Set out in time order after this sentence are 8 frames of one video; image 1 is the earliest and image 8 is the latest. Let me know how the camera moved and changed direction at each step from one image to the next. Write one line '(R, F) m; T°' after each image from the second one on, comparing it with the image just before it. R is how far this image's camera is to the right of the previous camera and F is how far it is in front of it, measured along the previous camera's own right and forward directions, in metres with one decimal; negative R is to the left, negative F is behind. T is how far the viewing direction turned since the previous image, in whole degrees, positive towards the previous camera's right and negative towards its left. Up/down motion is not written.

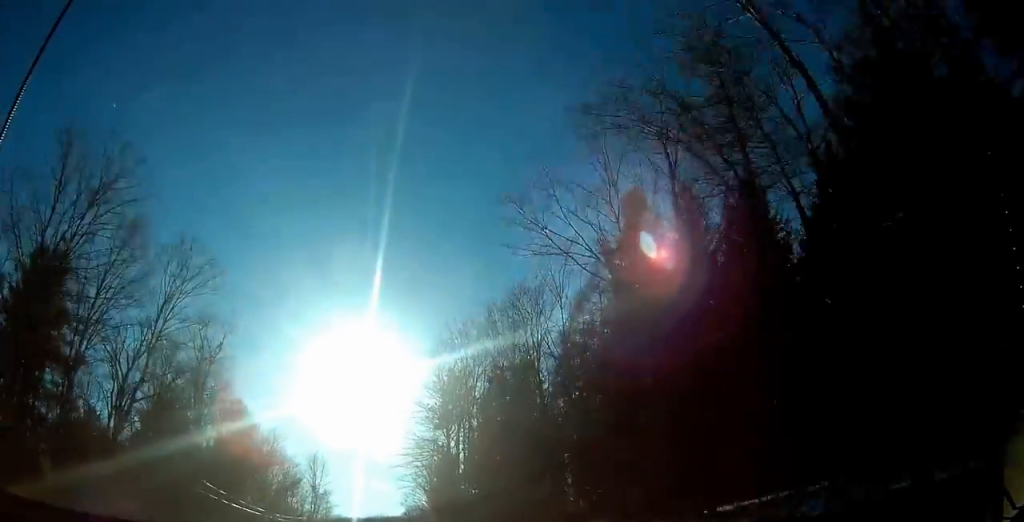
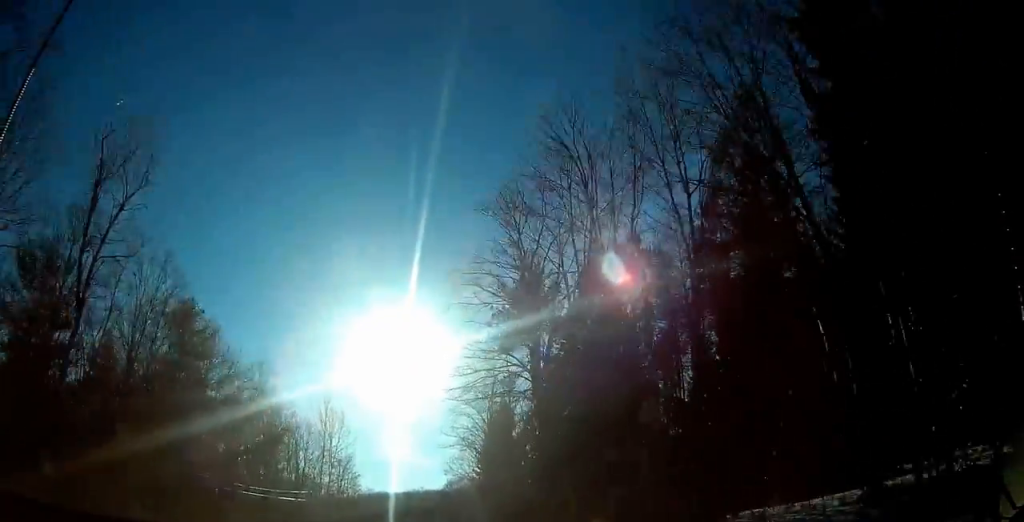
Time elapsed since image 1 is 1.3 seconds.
(-1.1, +25.5) m; -4°
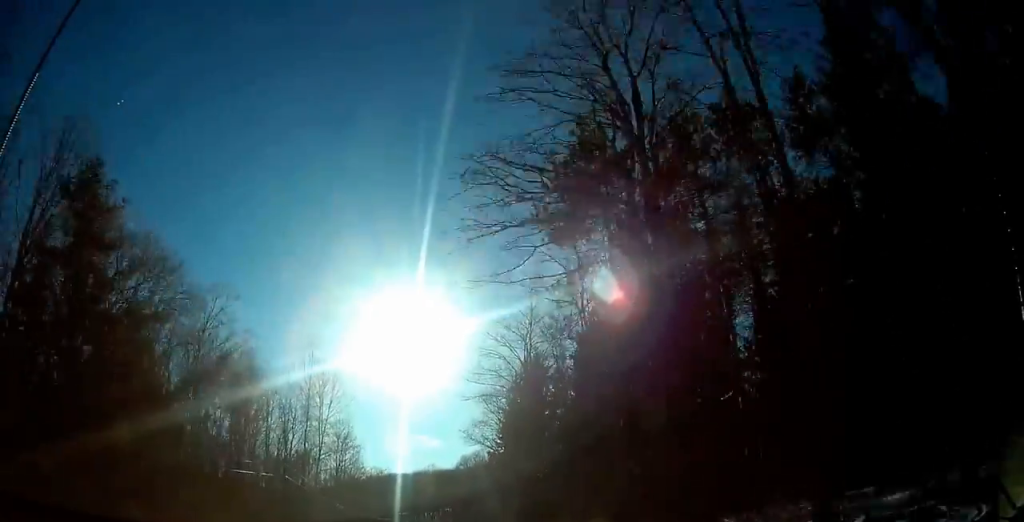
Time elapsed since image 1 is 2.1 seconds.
(-0.2, +15.8) m; -1°
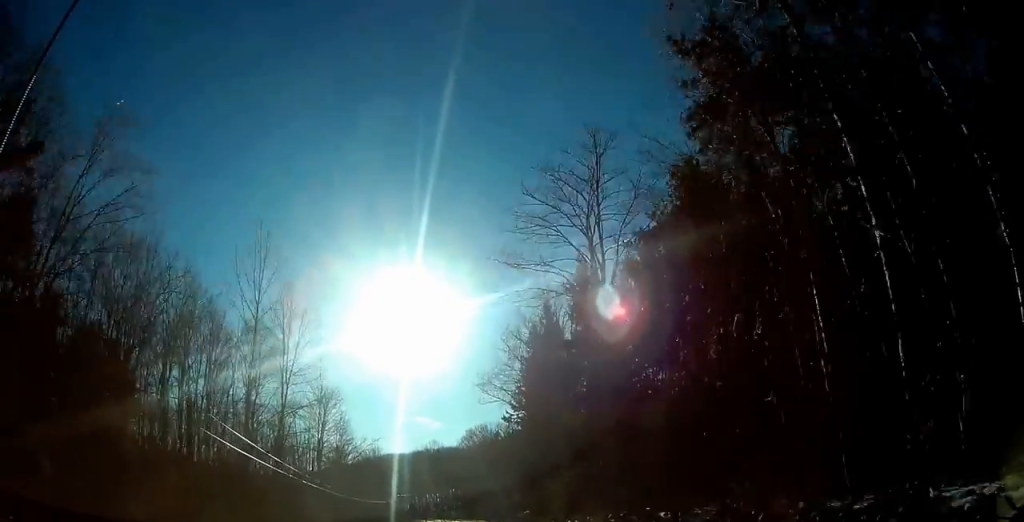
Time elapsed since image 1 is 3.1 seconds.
(-0.2, +17.1) m; +1°
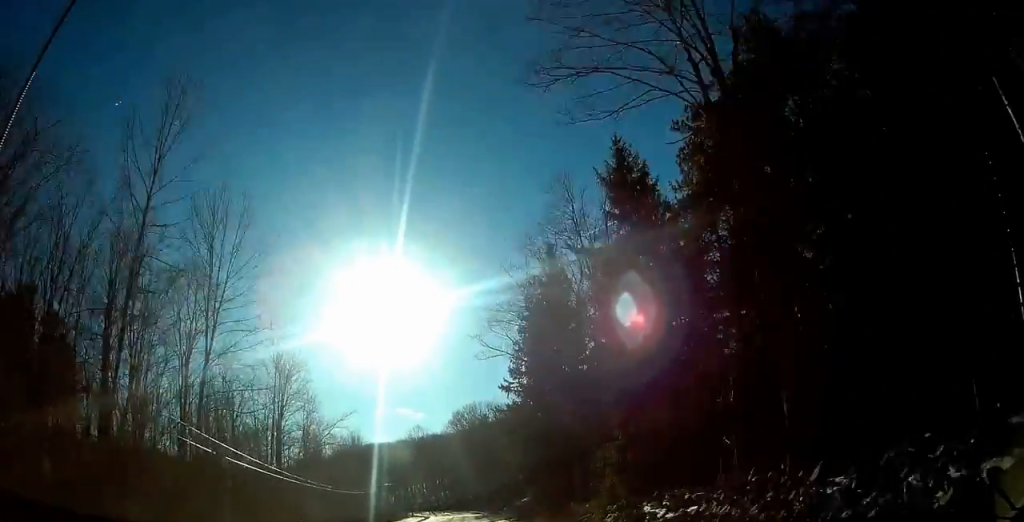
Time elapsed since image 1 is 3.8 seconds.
(+0.3, +13.2) m; +2°
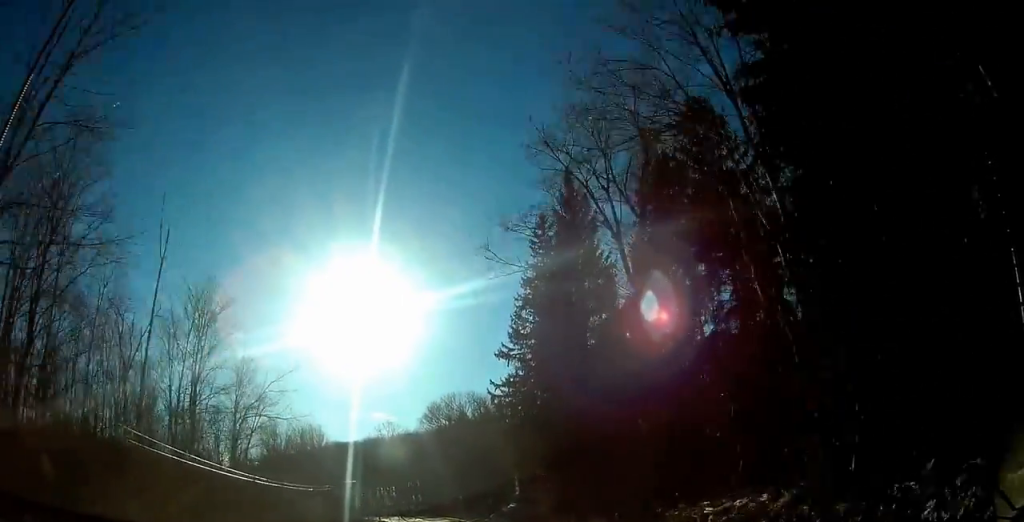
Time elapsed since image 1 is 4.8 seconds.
(+0.3, +16.9) m; +1°
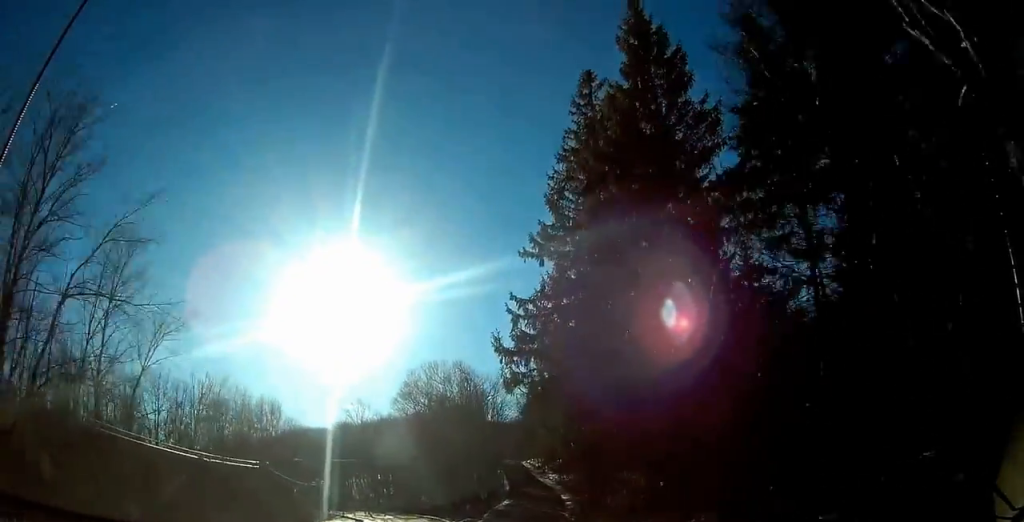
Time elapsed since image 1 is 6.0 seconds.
(0.0, +19.9) m; +4°
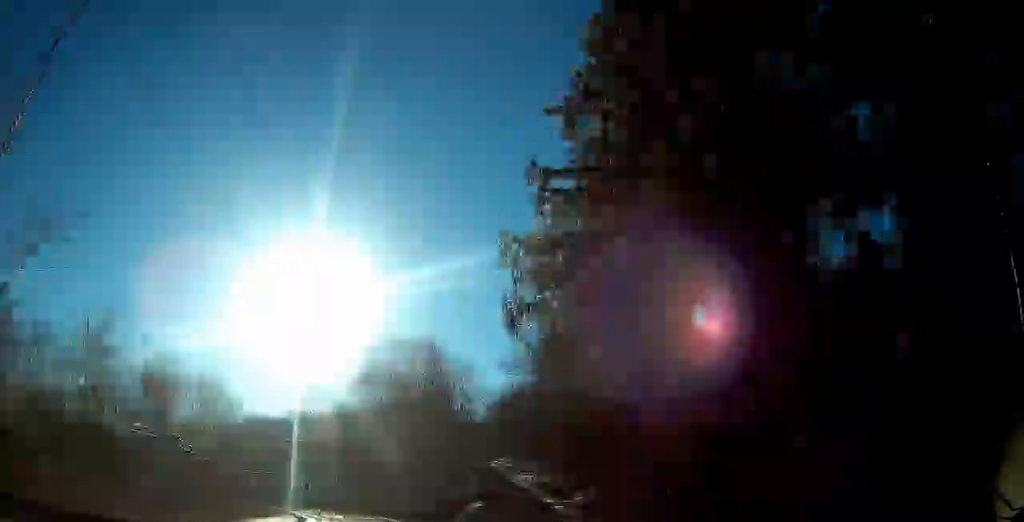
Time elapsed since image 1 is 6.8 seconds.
(+0.7, +12.5) m; +5°
